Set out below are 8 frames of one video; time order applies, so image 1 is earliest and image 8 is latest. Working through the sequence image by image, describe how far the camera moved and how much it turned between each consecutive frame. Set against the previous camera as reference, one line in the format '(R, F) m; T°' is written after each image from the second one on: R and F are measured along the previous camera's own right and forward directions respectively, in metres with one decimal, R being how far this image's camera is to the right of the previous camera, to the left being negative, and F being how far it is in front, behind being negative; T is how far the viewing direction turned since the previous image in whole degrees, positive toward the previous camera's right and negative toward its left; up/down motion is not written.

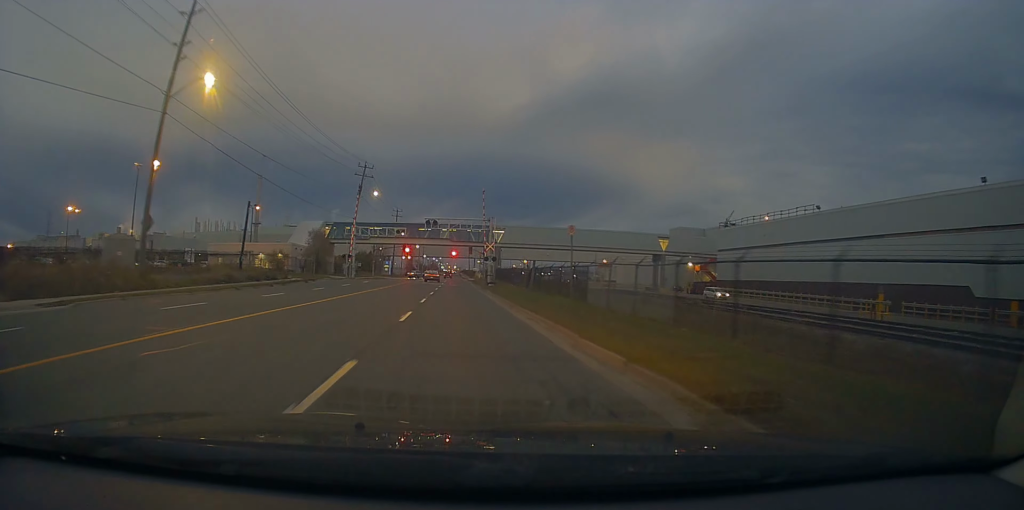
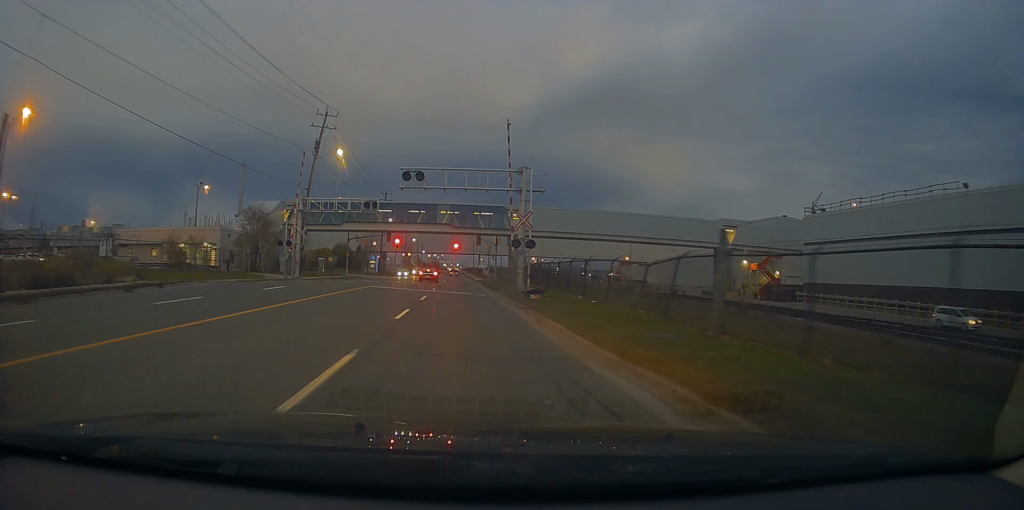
(+0.8, +26.1) m; 0°
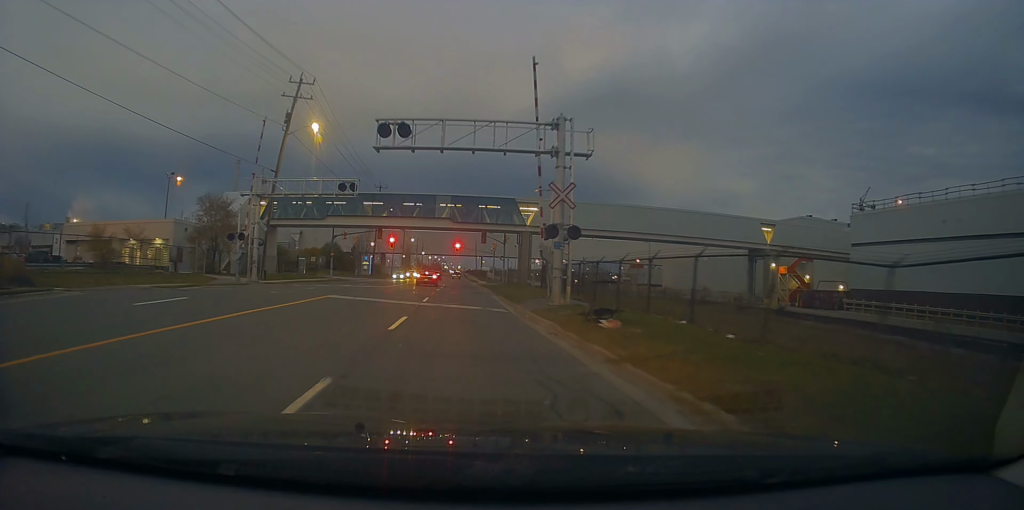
(-0.3, +10.5) m; -1°
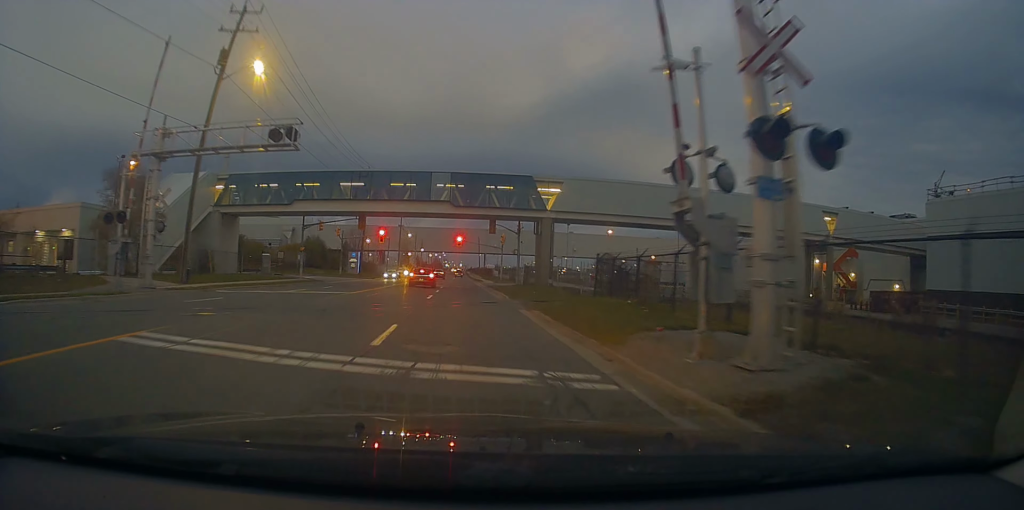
(+0.2, +12.8) m; +2°
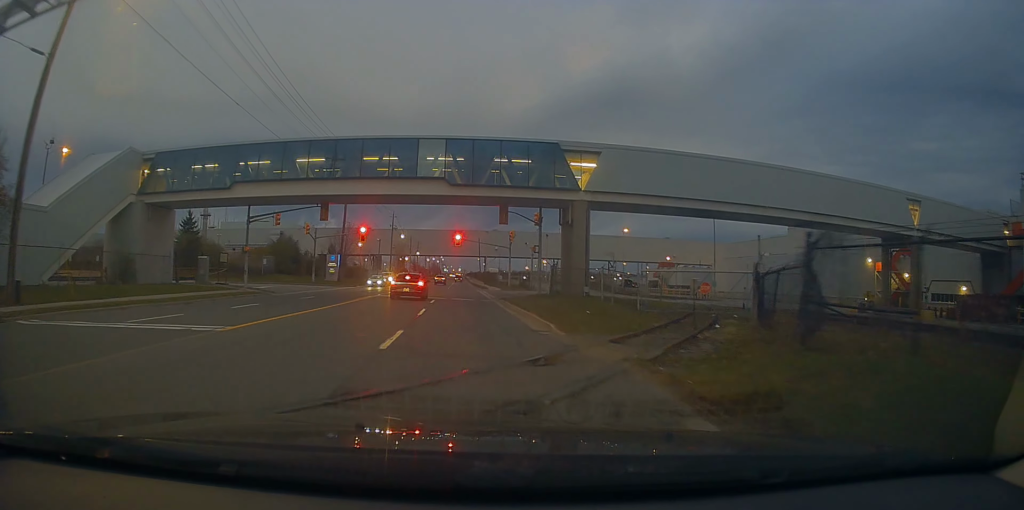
(+0.1, +12.4) m; -1°
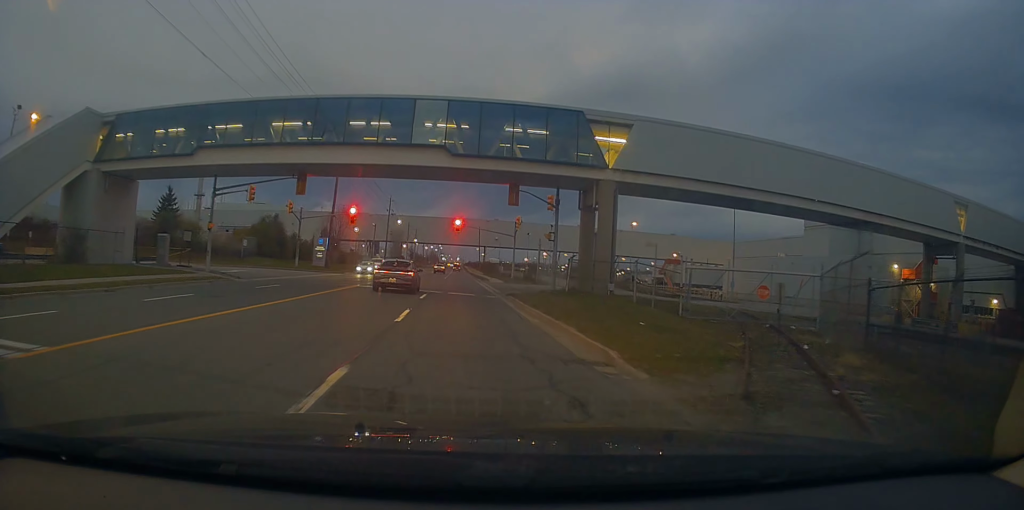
(-0.1, +5.3) m; -2°
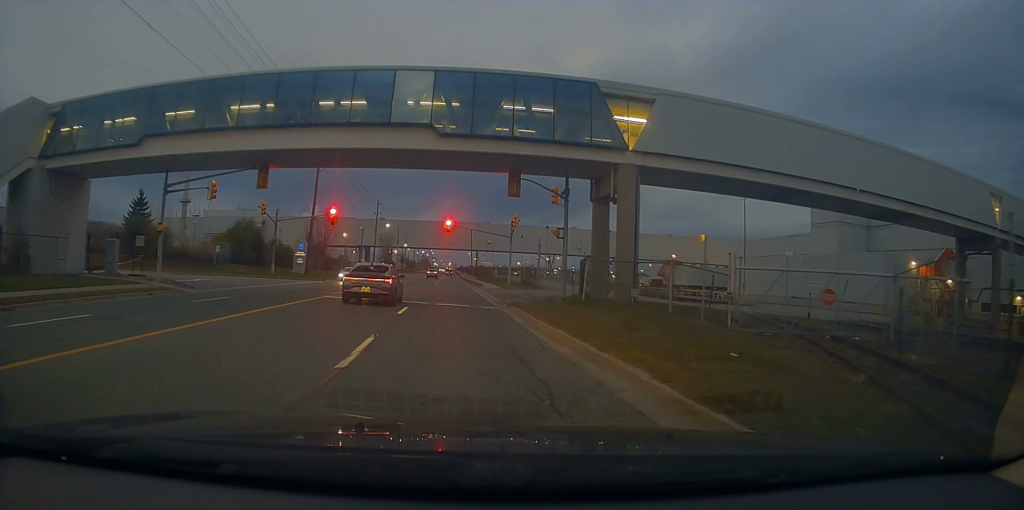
(-0.1, +4.3) m; 0°
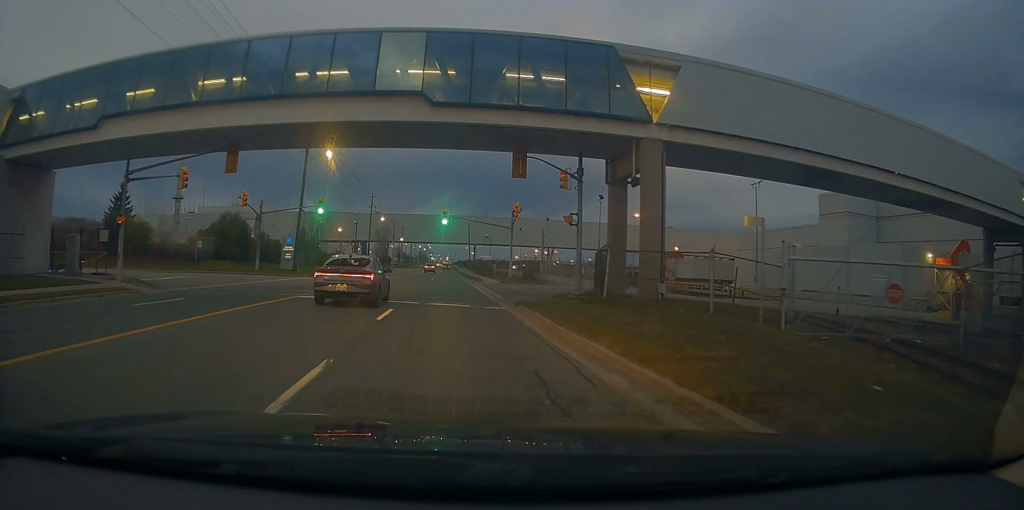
(0.0, +3.0) m; +1°
